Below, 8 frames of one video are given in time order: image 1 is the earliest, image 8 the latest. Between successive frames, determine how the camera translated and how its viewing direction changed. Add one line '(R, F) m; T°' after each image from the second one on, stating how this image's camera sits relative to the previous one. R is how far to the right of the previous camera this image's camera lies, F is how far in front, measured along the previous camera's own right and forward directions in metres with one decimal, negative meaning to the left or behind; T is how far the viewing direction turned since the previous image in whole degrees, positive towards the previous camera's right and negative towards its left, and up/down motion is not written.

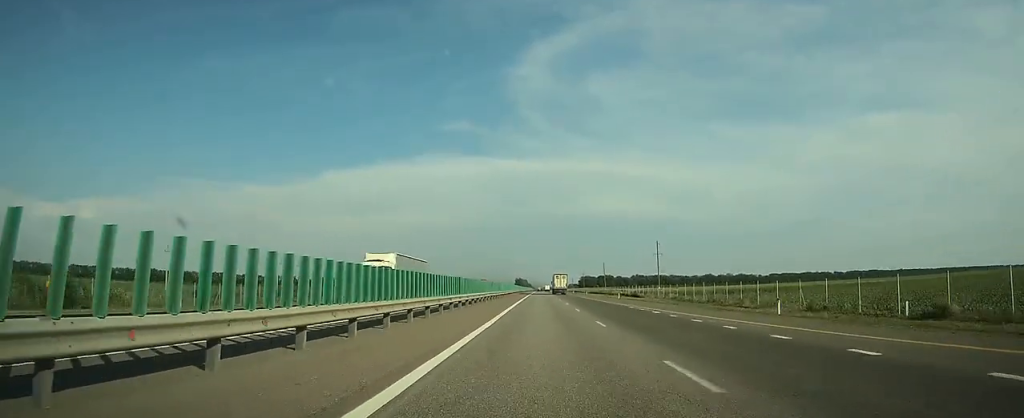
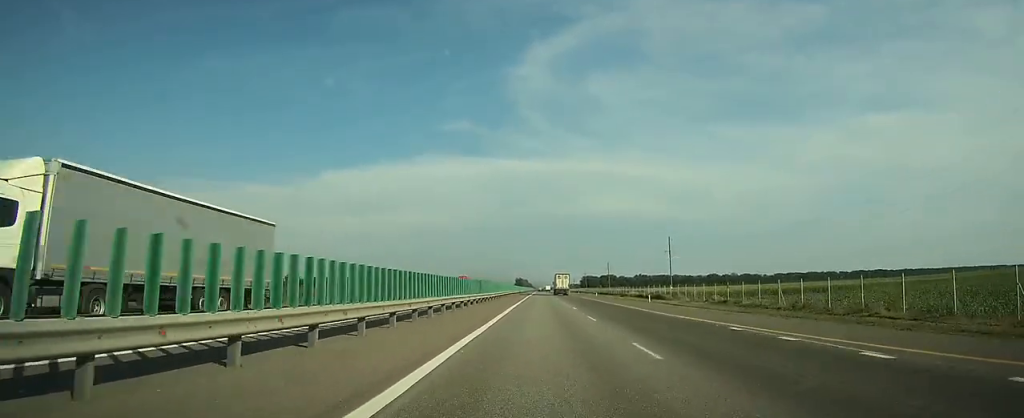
(0.0, +20.1) m; 0°
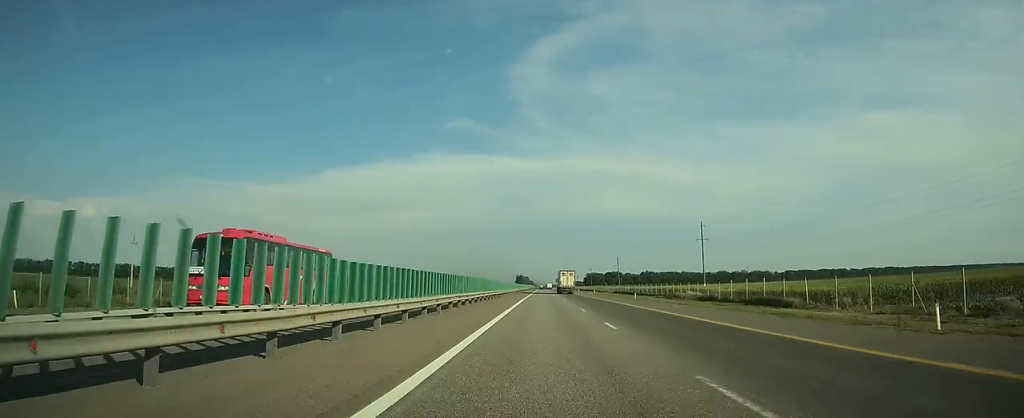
(+0.2, +40.4) m; 0°
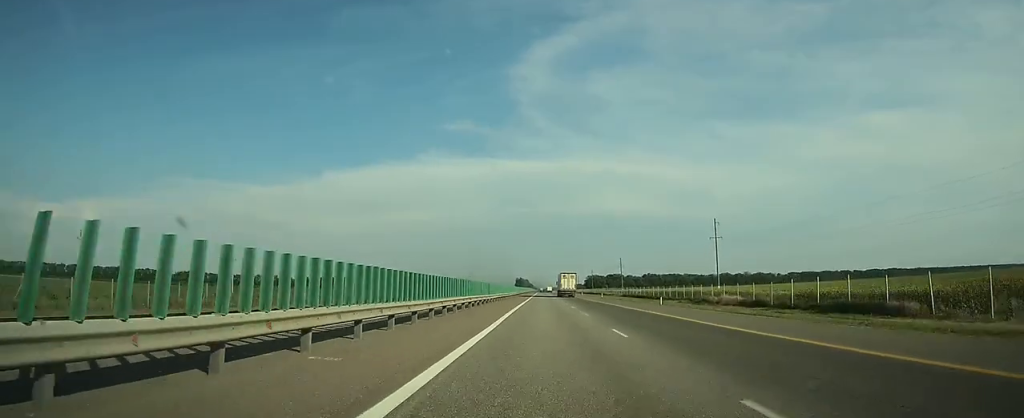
(0.0, +13.5) m; 0°
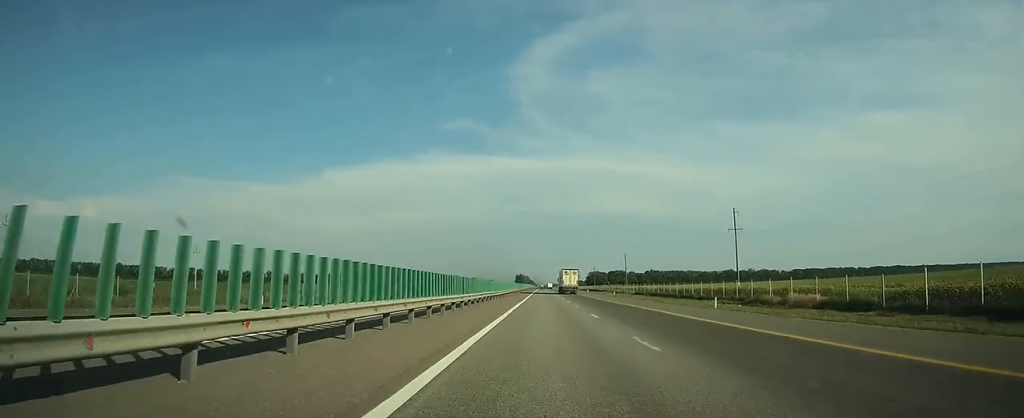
(0.0, +15.5) m; 0°
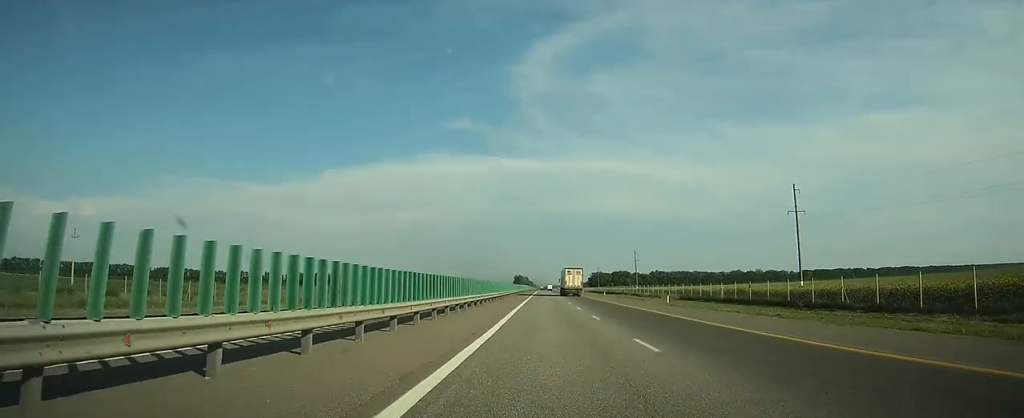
(-0.1, +35.1) m; 0°
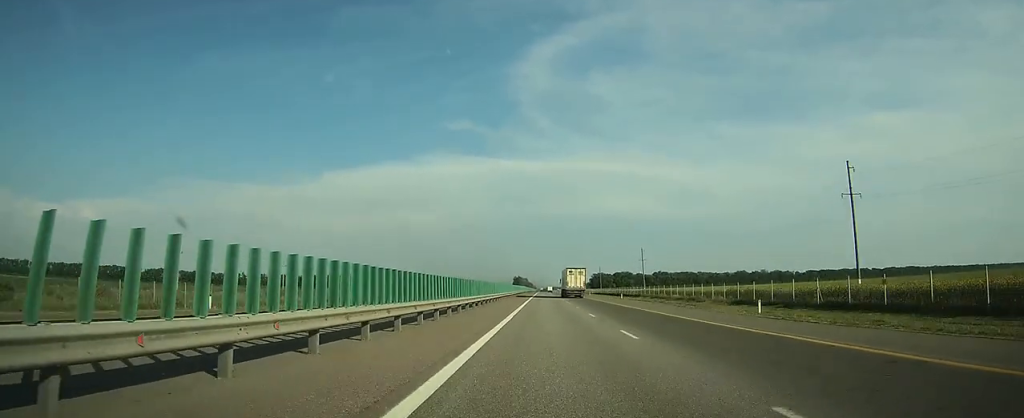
(0.0, +20.6) m; 0°
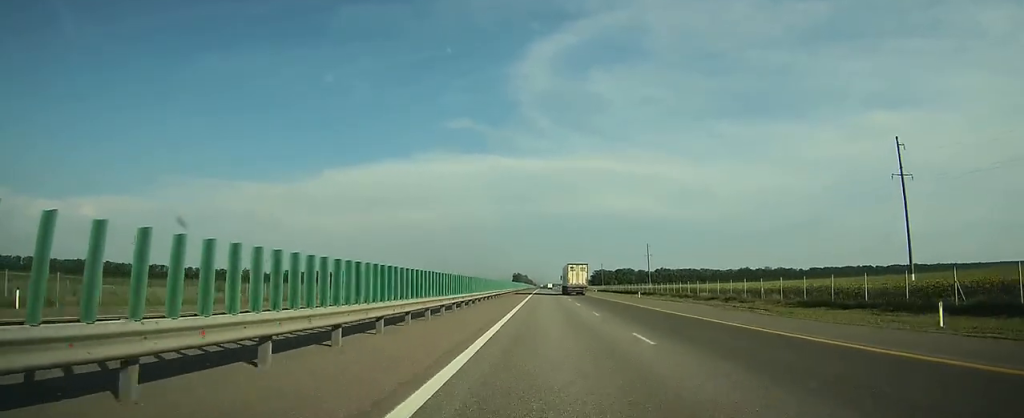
(0.0, +13.8) m; 0°
